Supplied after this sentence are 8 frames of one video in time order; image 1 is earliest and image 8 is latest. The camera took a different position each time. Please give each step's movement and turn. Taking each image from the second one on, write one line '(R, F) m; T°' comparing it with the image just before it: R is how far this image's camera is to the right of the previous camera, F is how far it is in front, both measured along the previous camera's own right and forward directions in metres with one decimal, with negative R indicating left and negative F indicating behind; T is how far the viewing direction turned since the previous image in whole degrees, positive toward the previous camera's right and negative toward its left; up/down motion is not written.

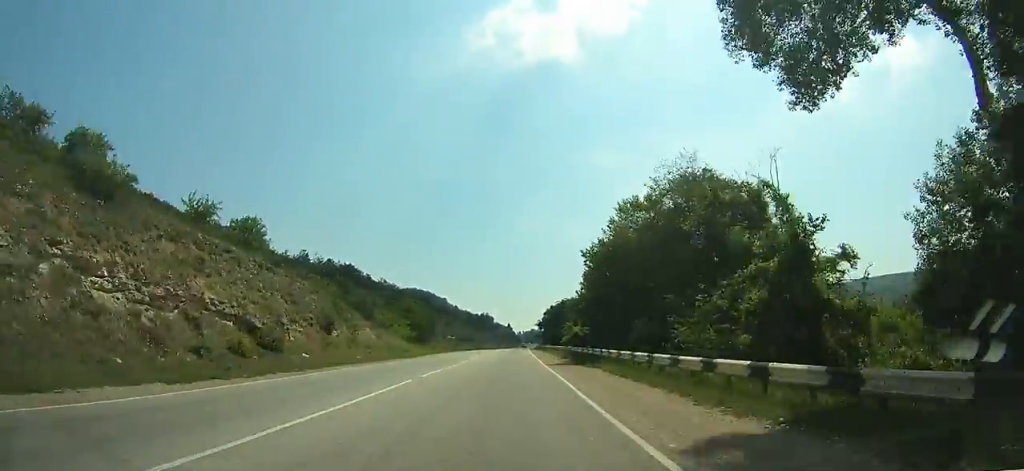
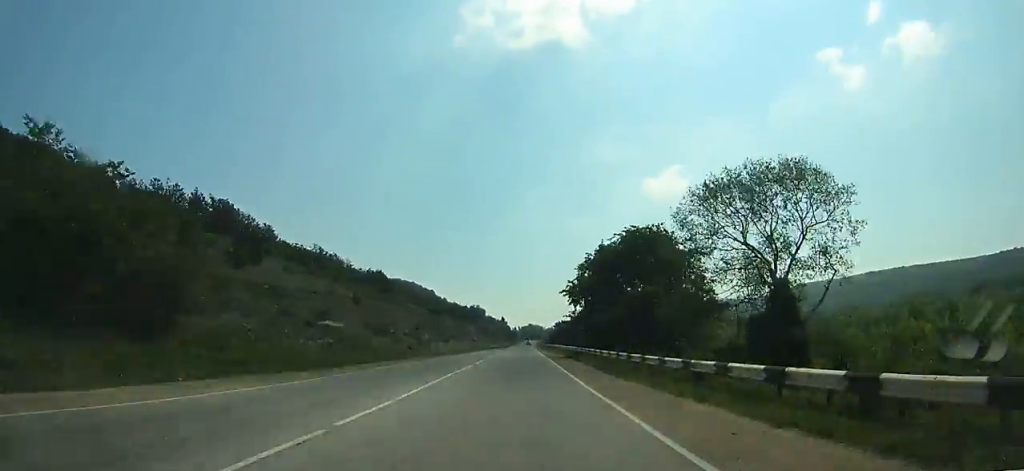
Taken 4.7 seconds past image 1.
(0.0, +81.2) m; +1°
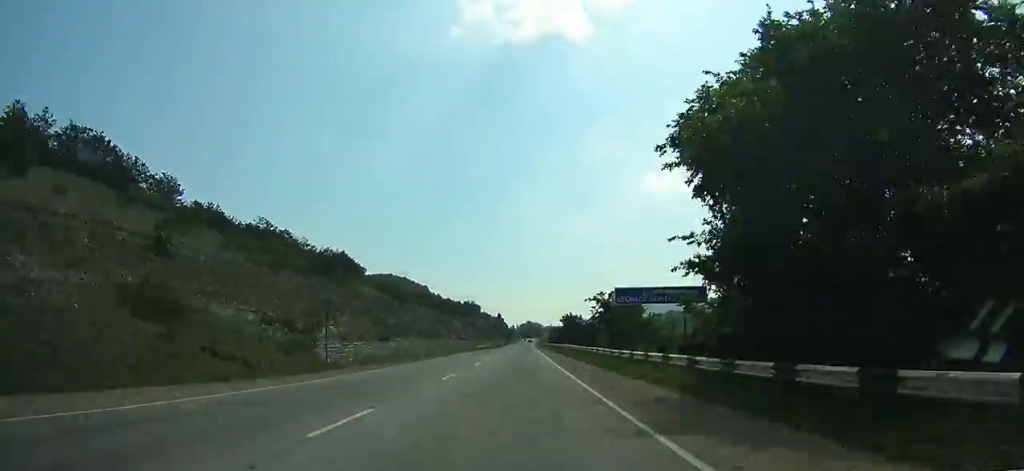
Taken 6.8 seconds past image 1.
(+0.5, +36.8) m; 0°
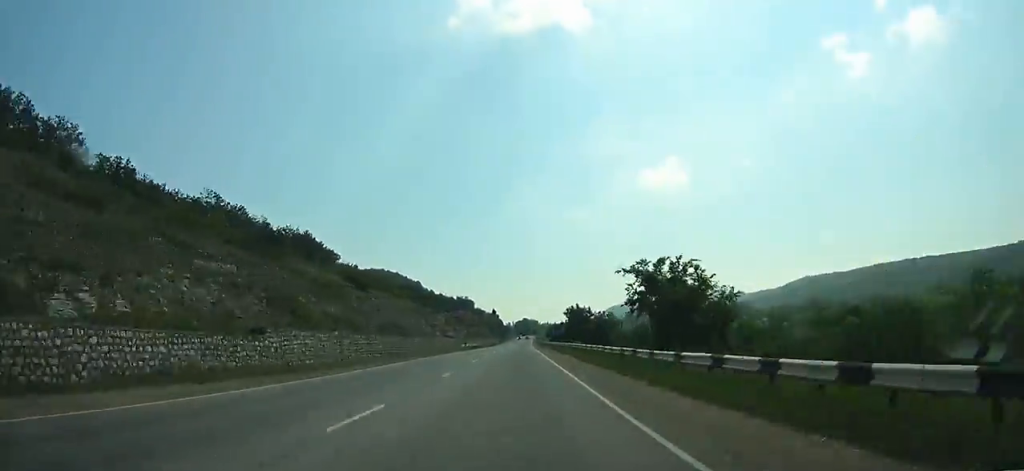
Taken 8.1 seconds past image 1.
(+0.1, +22.9) m; 0°
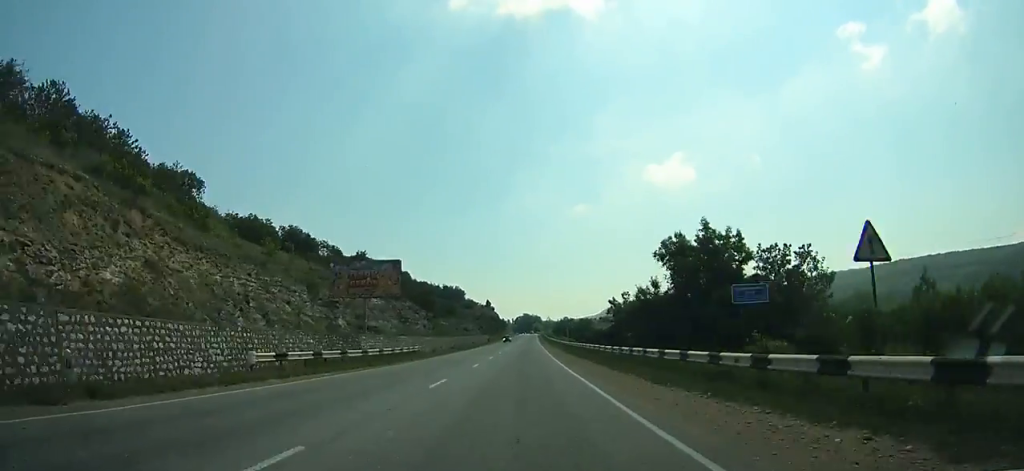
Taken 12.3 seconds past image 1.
(+0.1, +74.3) m; 0°
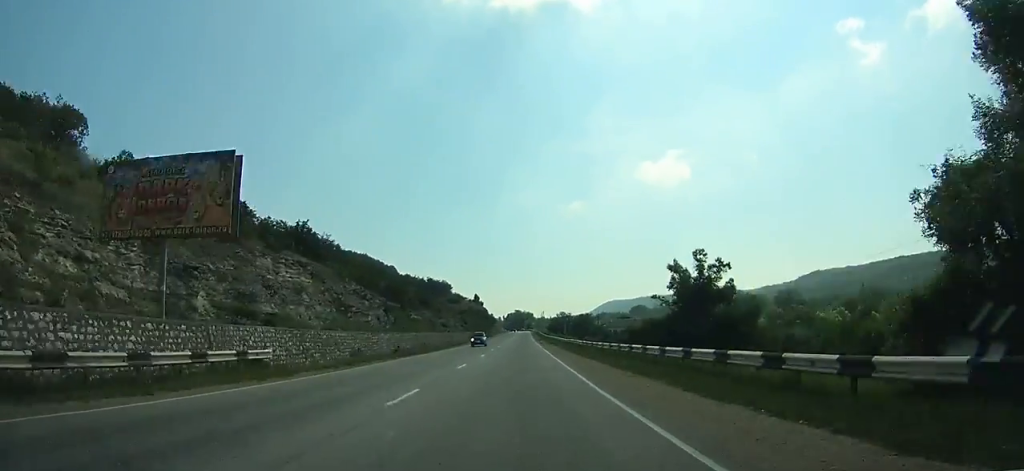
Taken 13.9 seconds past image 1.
(+0.1, +28.2) m; 0°
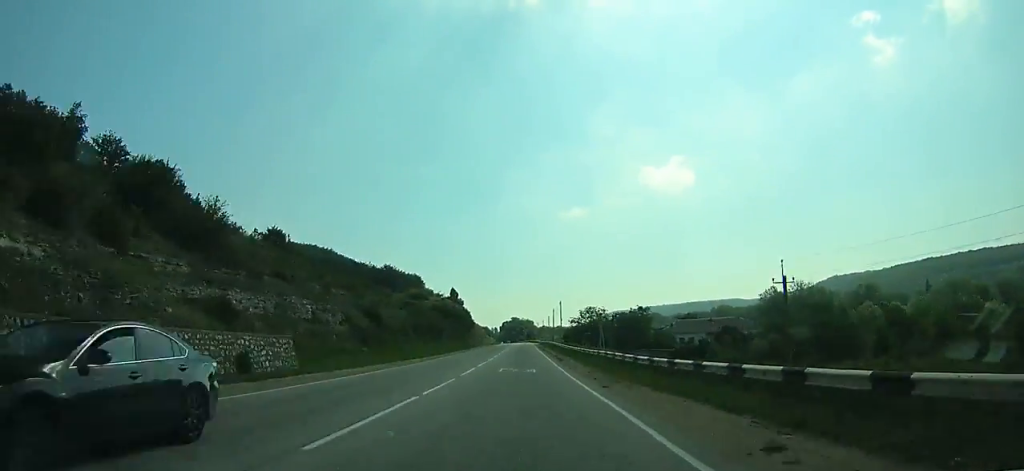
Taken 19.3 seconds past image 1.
(+0.8, +94.5) m; +1°
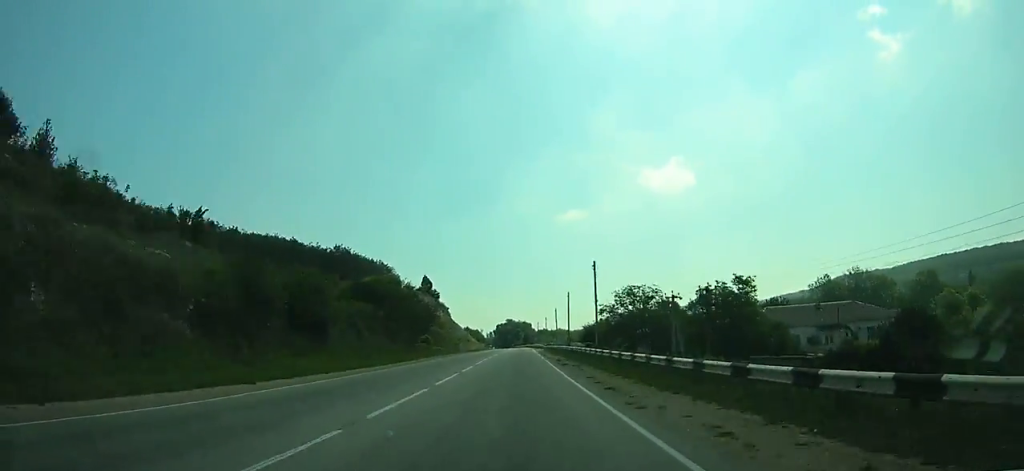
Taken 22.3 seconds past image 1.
(+0.2, +52.1) m; 0°
